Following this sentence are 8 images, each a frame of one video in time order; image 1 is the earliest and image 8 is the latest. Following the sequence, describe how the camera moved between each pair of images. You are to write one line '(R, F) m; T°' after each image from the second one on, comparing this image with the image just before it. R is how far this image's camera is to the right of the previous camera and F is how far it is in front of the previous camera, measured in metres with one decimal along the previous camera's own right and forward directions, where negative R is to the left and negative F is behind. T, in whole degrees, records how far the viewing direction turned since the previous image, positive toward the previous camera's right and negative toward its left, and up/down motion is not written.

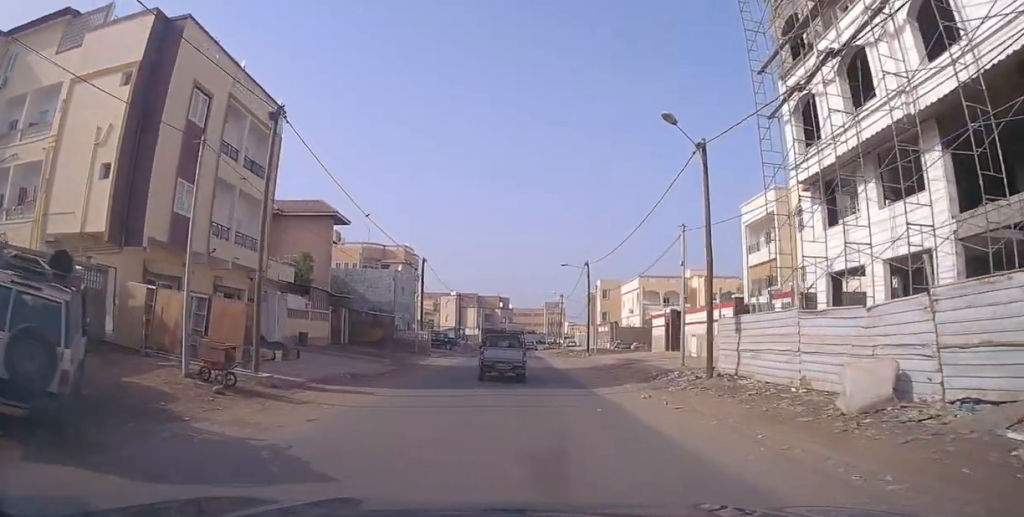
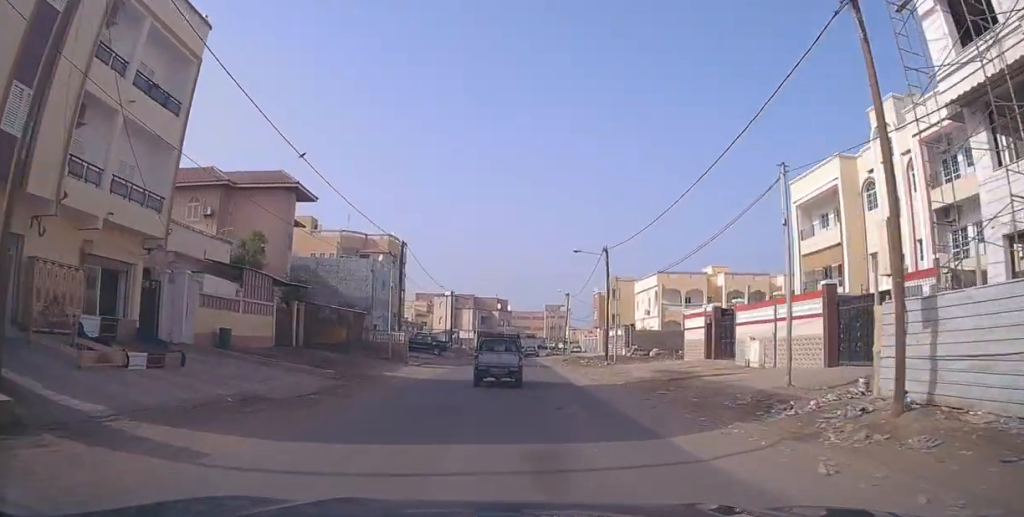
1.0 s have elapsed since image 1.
(0.0, +8.8) m; 0°
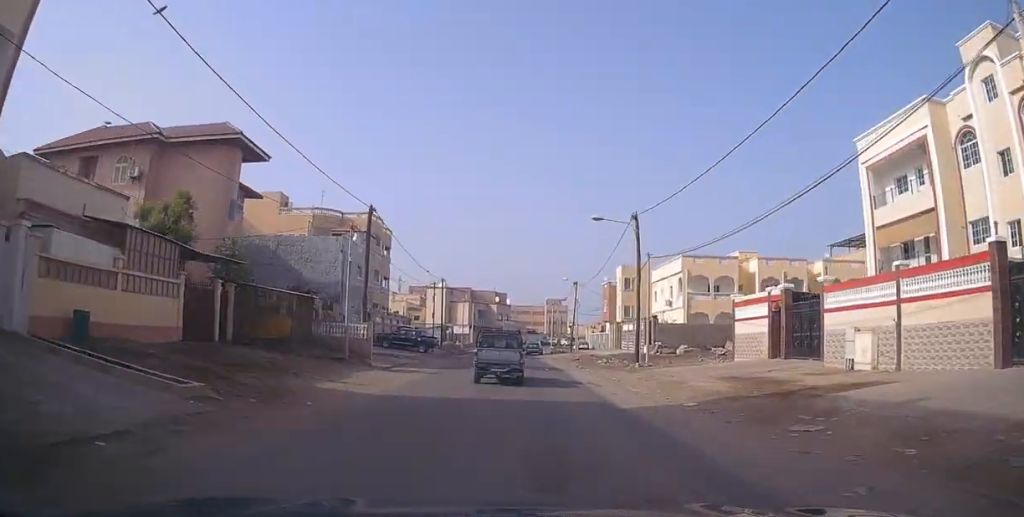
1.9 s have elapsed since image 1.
(0.0, +8.1) m; 0°
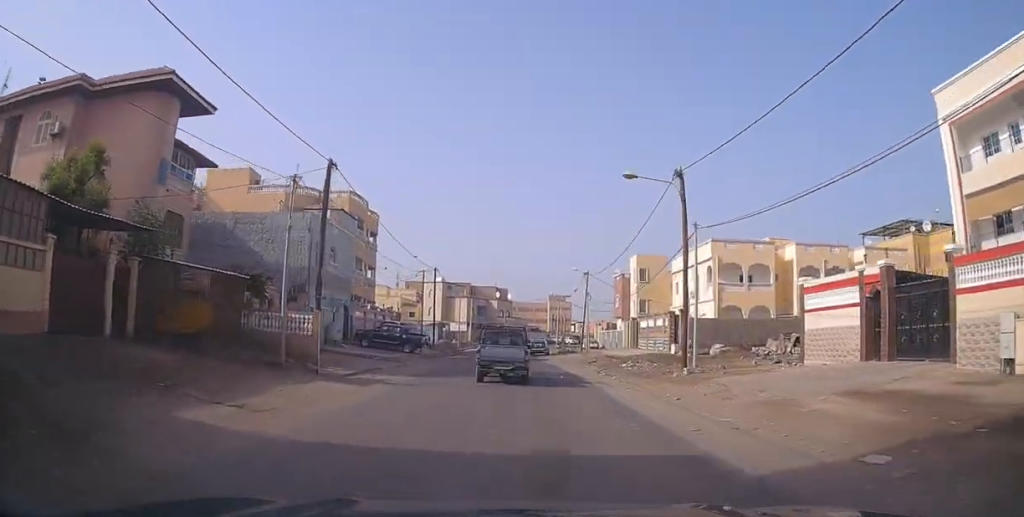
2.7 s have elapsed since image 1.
(0.0, +6.9) m; 0°
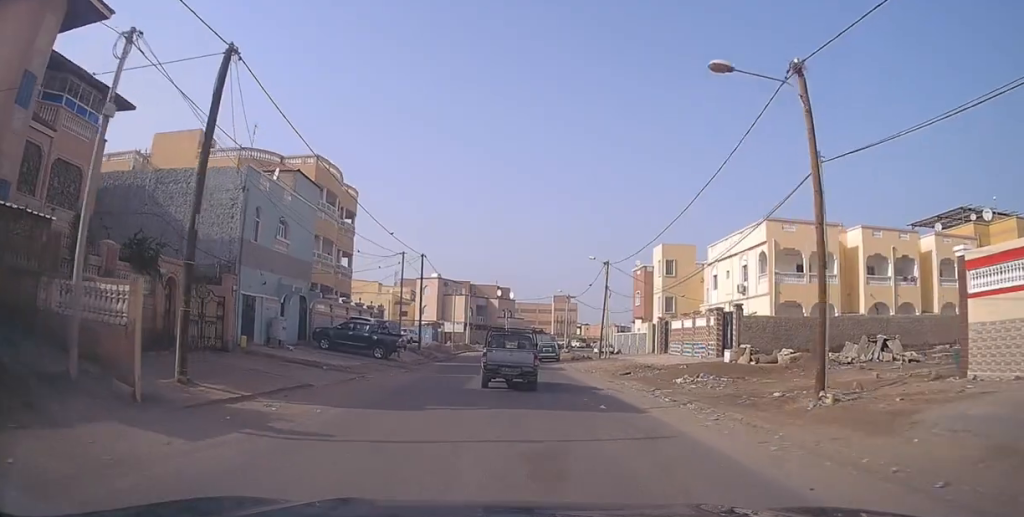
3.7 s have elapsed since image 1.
(0.0, +10.0) m; 0°
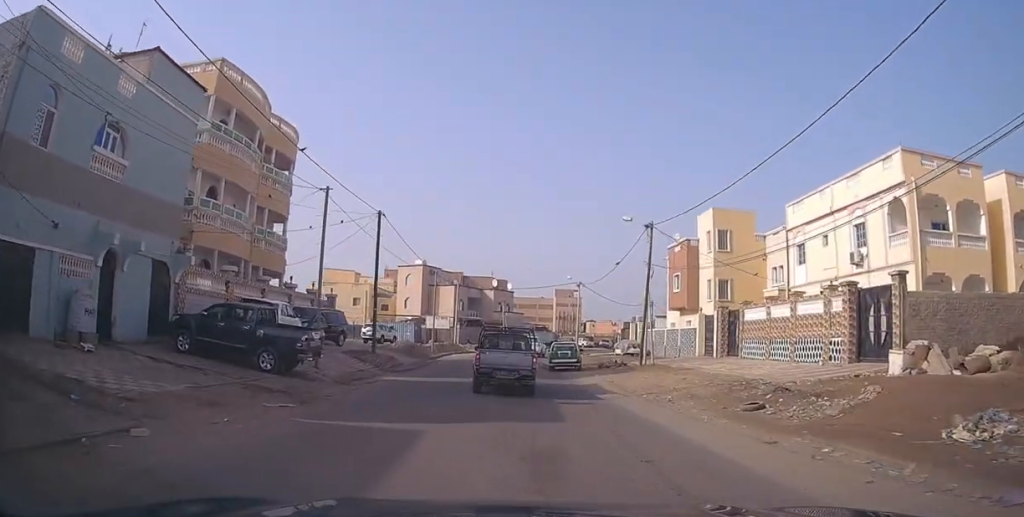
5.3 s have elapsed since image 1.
(-0.1, +18.1) m; -1°
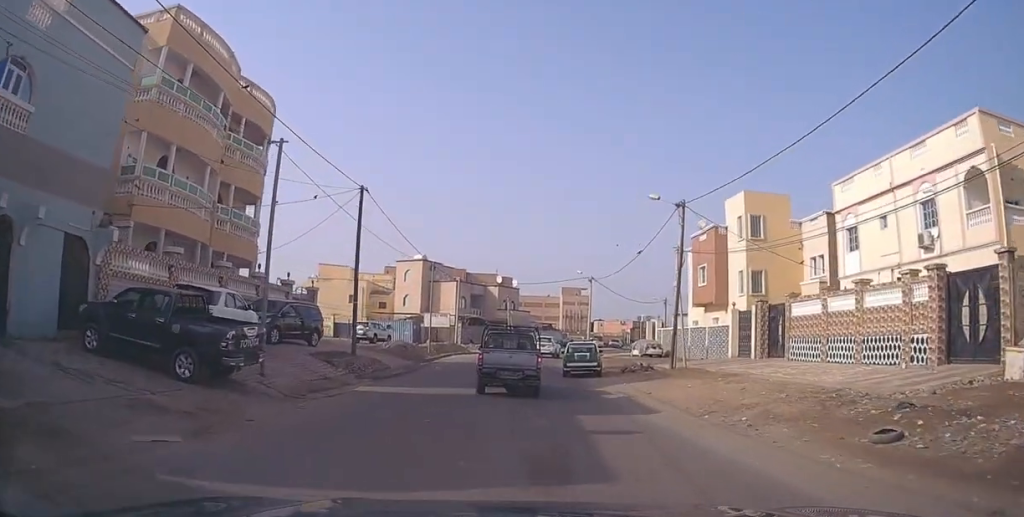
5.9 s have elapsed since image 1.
(0.0, +5.9) m; 0°
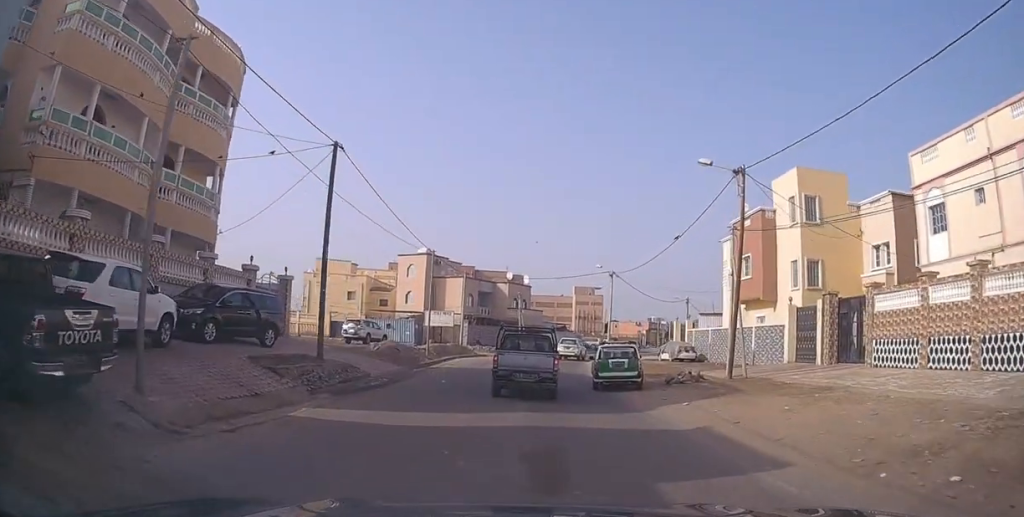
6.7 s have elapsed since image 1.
(0.0, +7.0) m; 0°
